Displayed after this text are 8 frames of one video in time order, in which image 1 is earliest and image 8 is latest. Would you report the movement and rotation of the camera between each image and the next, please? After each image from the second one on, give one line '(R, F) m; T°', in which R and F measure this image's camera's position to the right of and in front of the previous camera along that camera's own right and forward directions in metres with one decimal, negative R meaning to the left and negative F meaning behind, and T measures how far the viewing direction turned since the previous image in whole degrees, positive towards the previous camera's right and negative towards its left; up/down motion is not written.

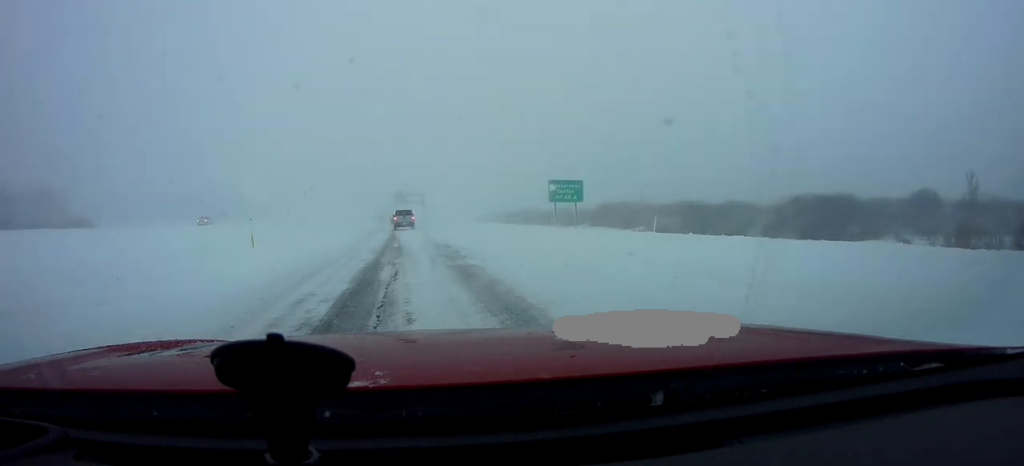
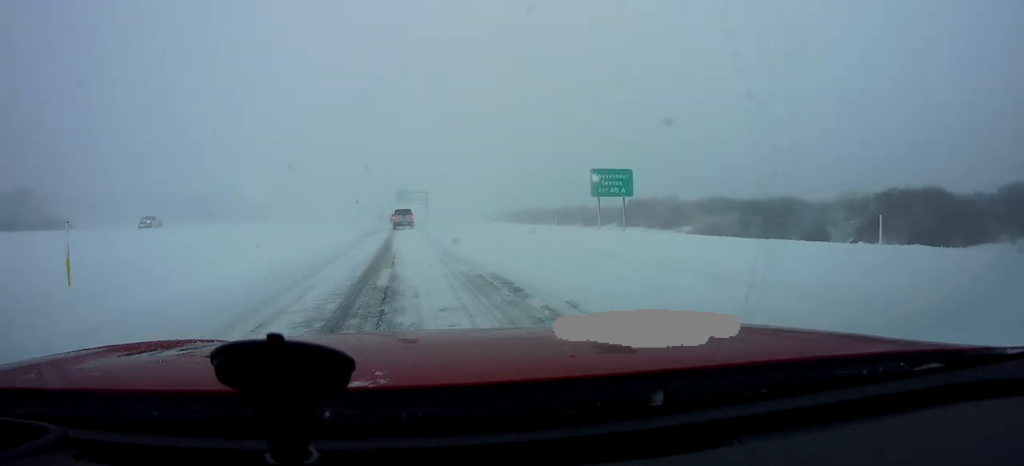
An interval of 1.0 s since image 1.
(-0.1, +13.3) m; -1°
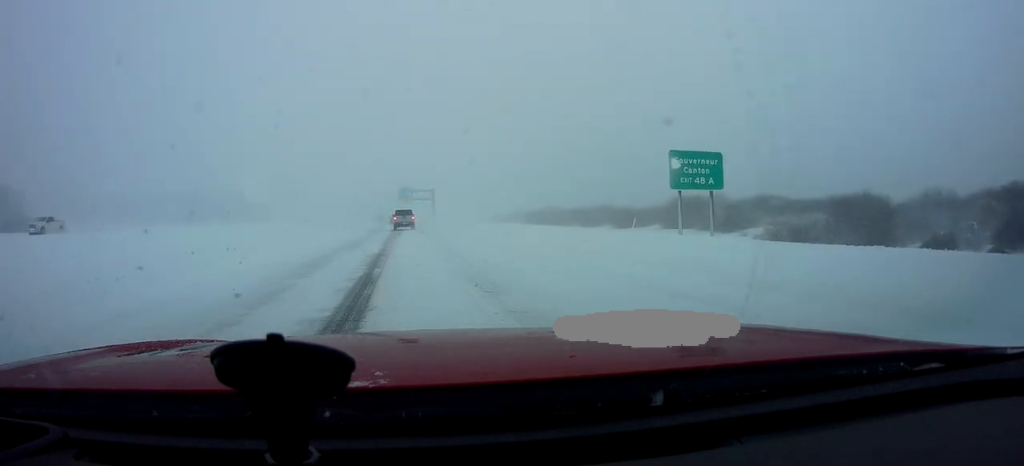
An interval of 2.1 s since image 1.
(0.0, +14.3) m; 0°
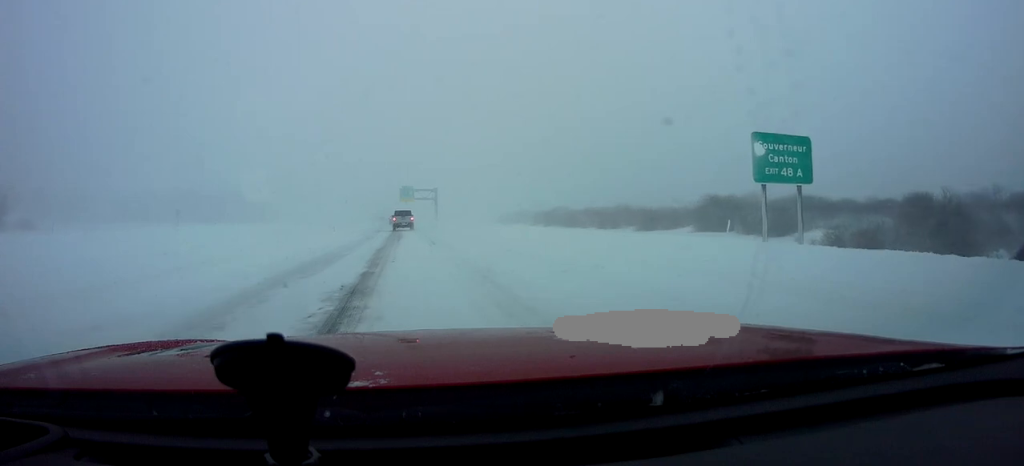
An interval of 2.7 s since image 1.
(0.0, +8.8) m; 0°
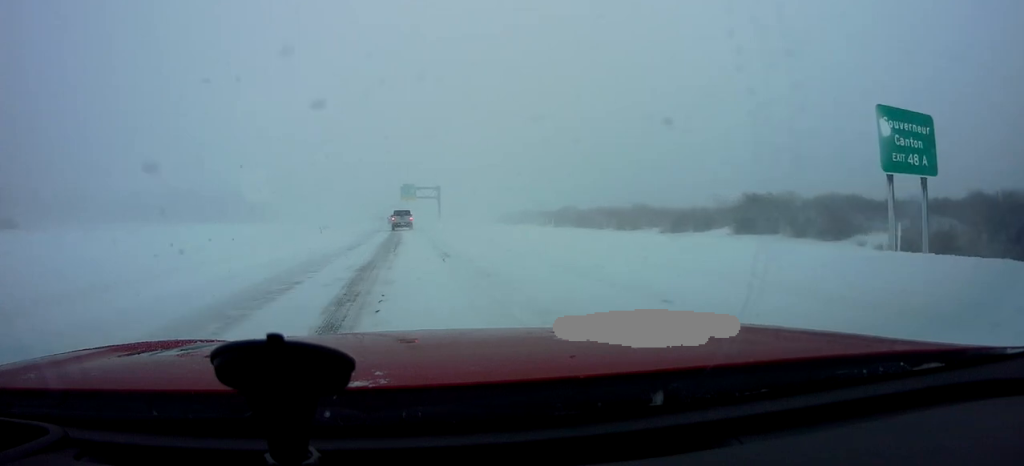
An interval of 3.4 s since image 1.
(0.0, +8.3) m; 0°
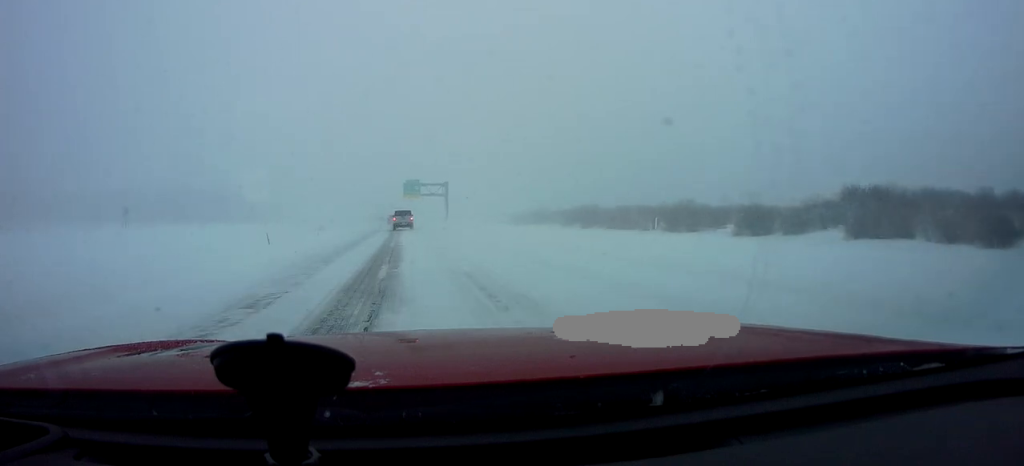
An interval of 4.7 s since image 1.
(0.0, +17.0) m; 0°
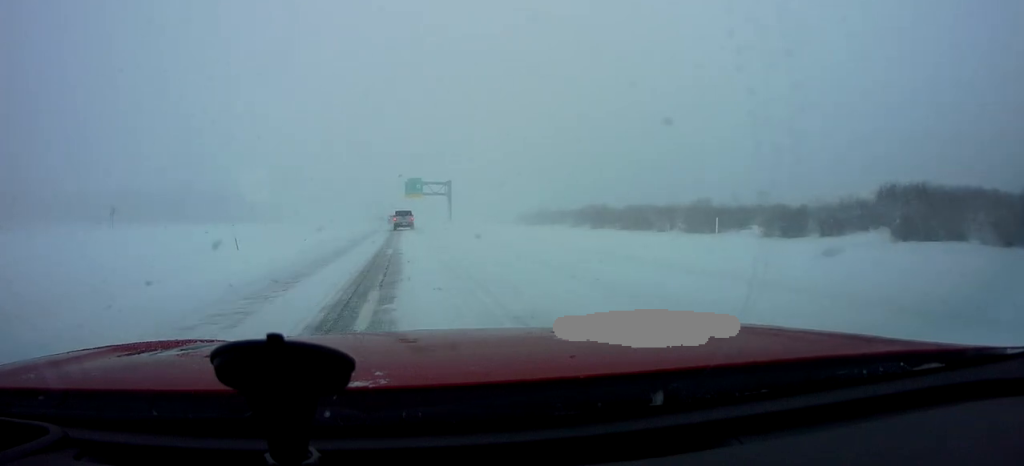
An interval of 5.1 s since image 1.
(0.0, +5.0) m; 0°
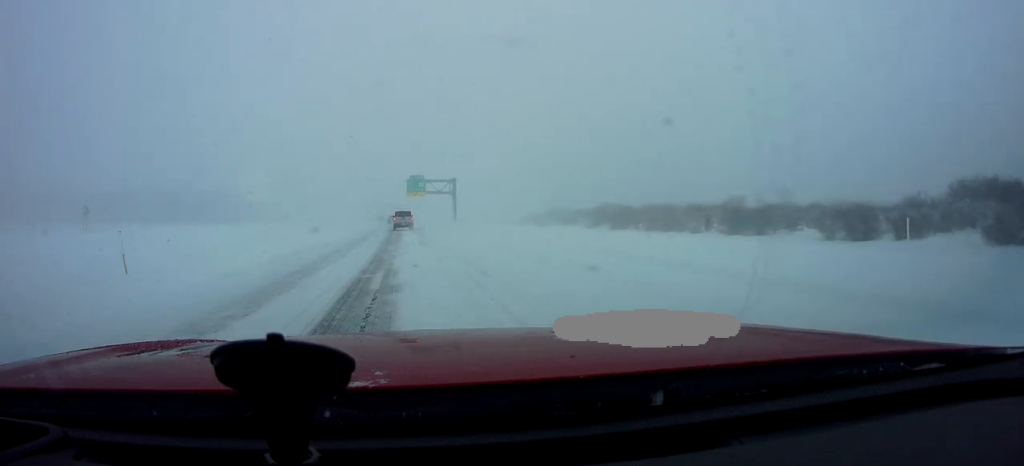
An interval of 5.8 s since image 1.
(0.0, +8.8) m; 0°
